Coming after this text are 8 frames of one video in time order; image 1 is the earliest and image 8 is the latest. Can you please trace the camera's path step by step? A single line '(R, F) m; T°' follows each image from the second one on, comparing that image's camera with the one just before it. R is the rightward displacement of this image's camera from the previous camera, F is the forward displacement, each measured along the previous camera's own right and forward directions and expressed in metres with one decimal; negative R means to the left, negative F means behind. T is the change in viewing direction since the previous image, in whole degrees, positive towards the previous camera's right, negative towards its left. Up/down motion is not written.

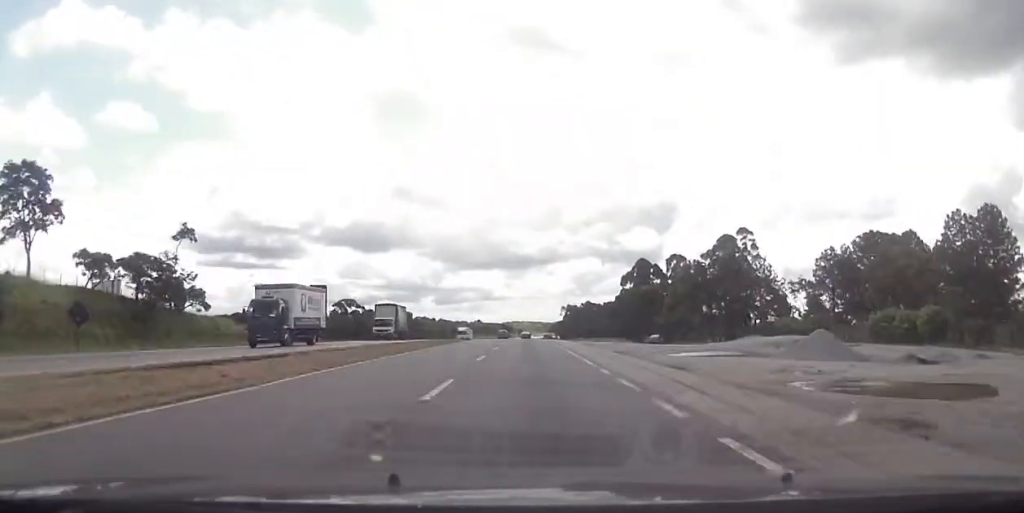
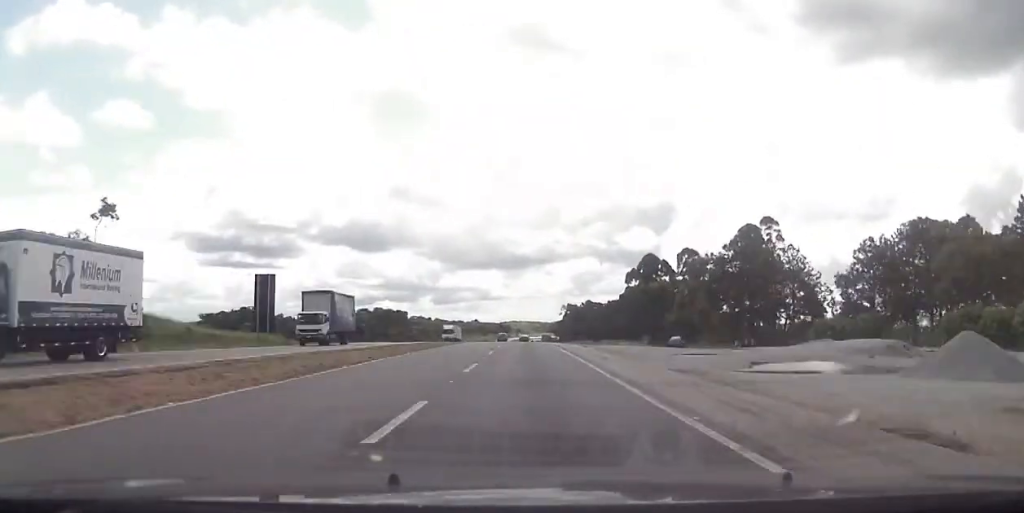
(-0.1, +15.8) m; 0°
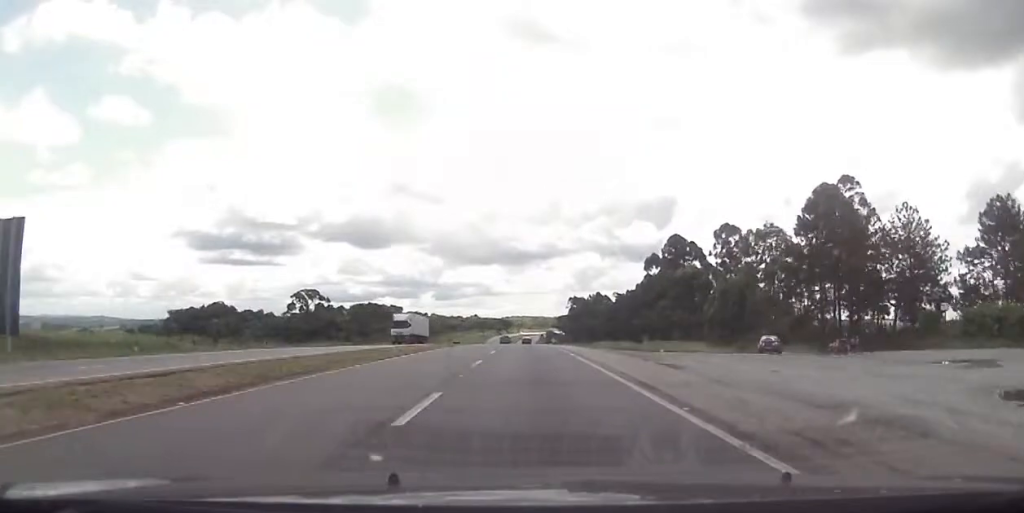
(+0.3, +33.9) m; +1°
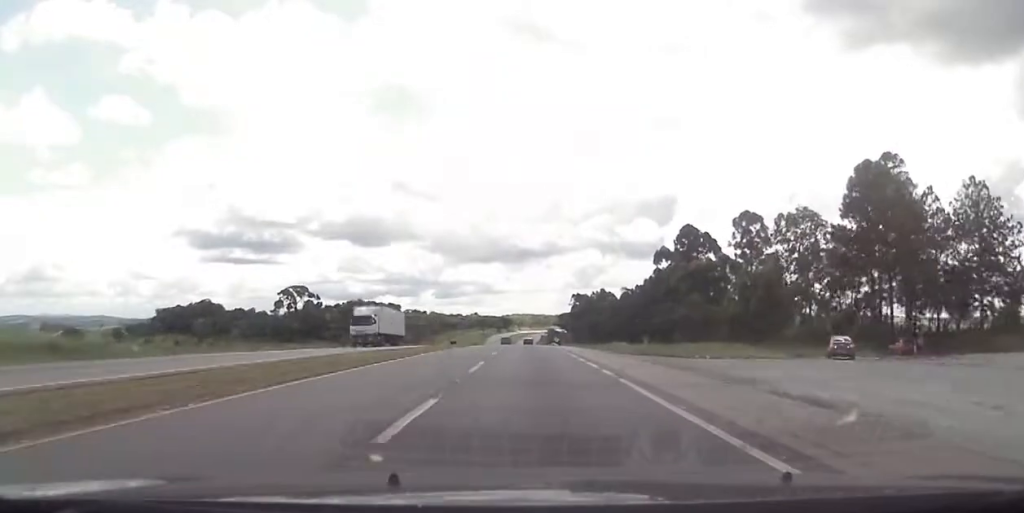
(+0.1, +12.8) m; 0°
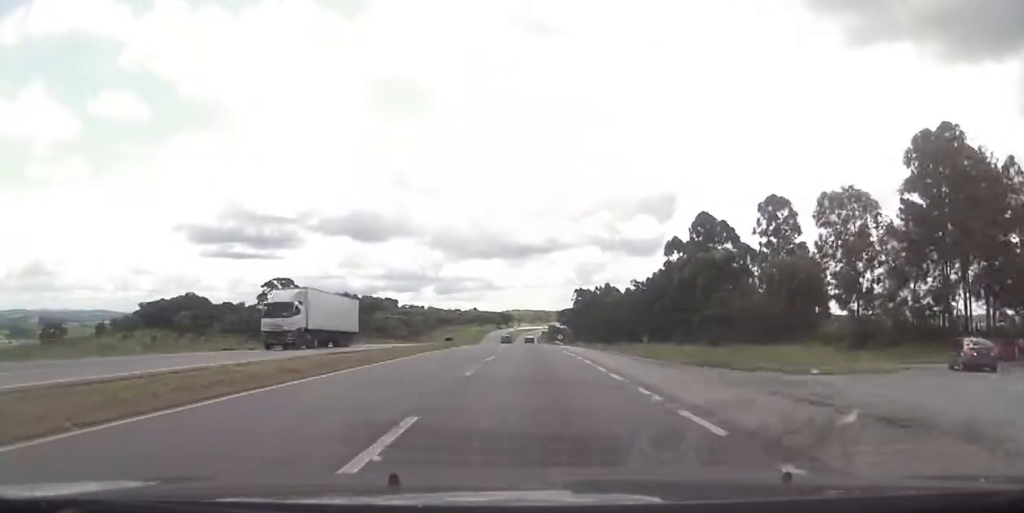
(+0.1, +13.9) m; 0°
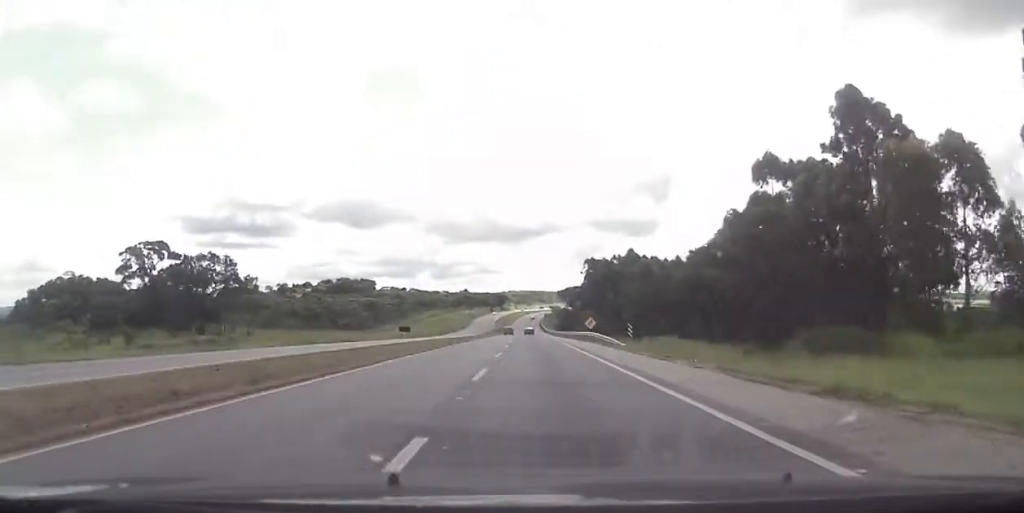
(-1.1, +71.8) m; 0°
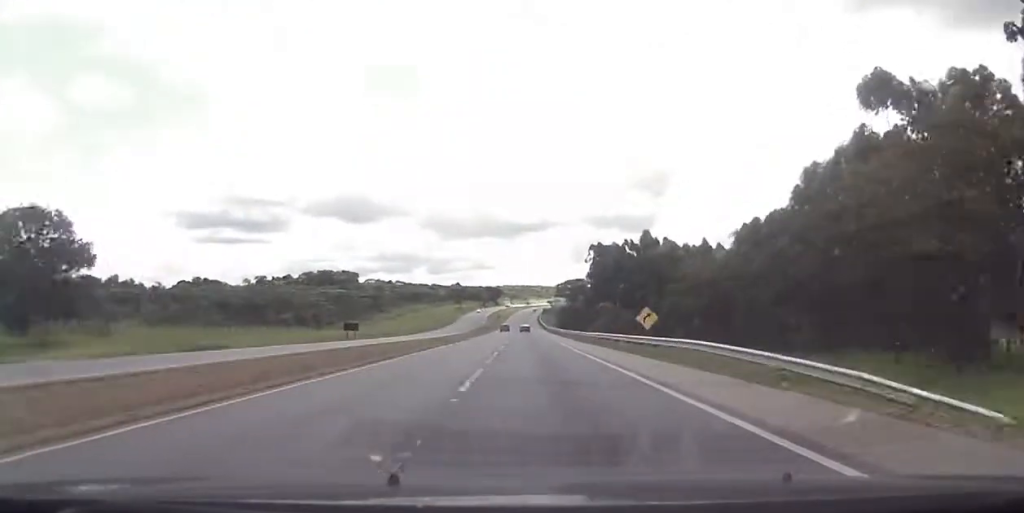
(+0.3, +37.7) m; 0°
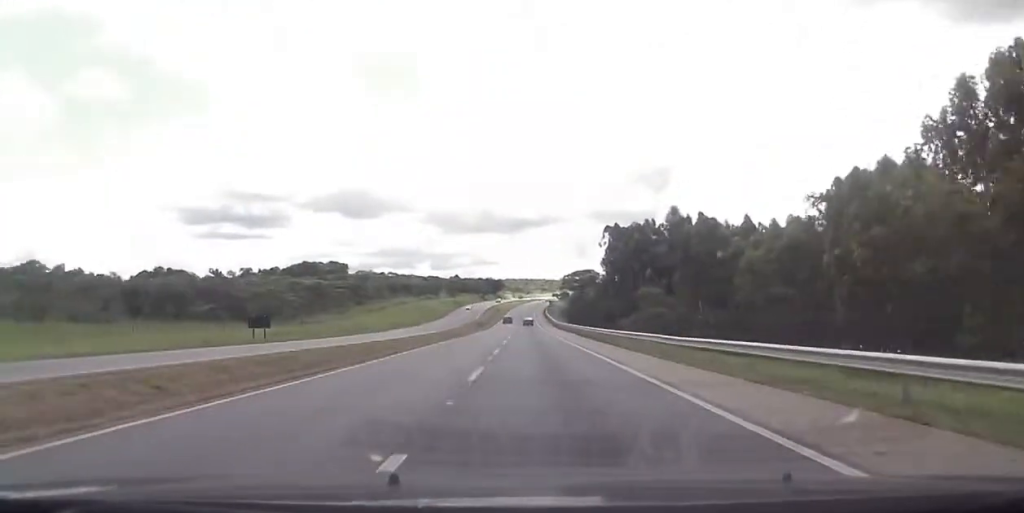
(-0.2, +33.6) m; 0°
